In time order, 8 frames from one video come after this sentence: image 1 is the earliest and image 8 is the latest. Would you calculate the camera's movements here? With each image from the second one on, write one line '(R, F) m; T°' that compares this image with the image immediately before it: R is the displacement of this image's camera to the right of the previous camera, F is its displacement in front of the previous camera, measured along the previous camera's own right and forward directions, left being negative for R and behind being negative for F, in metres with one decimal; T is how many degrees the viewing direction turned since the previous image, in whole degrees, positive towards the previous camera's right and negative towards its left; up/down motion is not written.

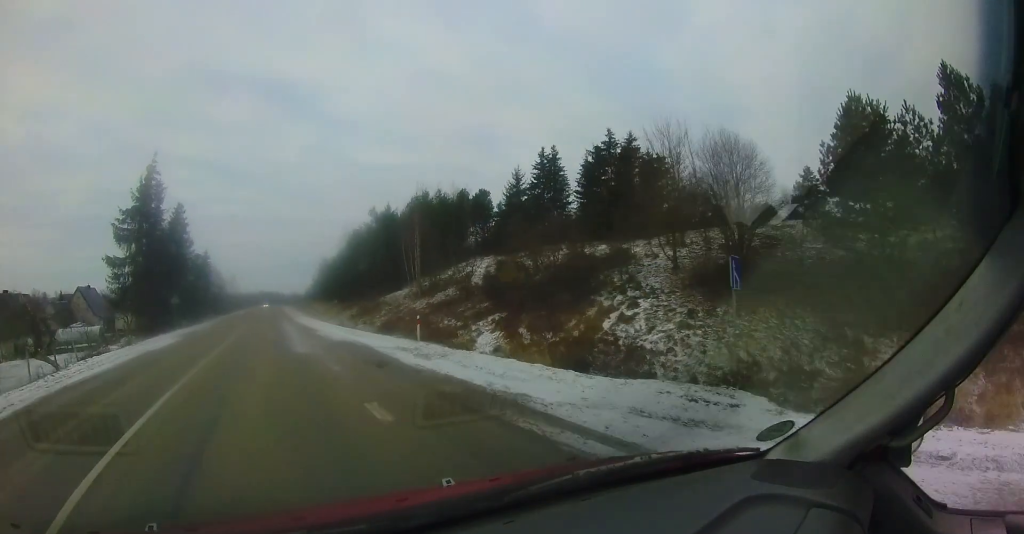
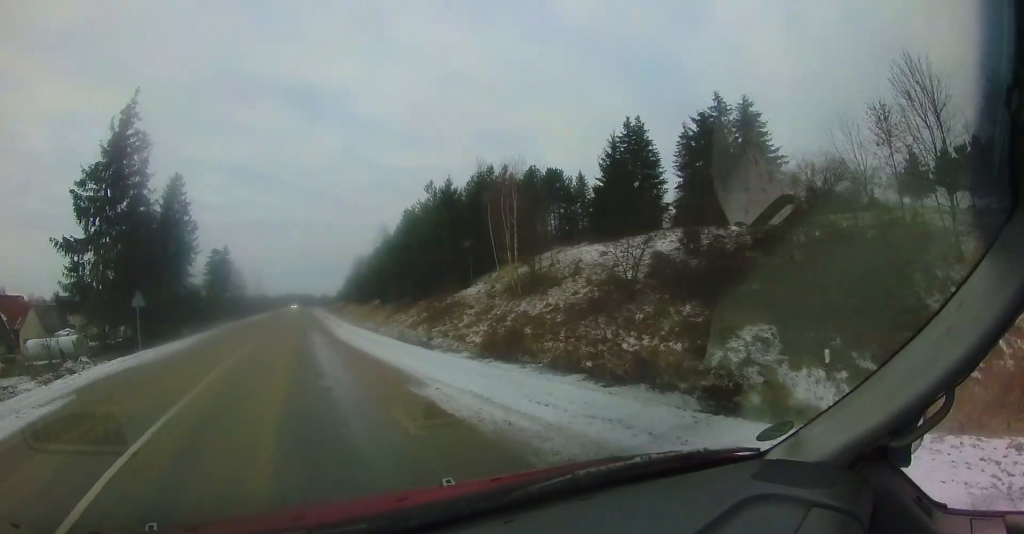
(-0.8, +12.7) m; -4°
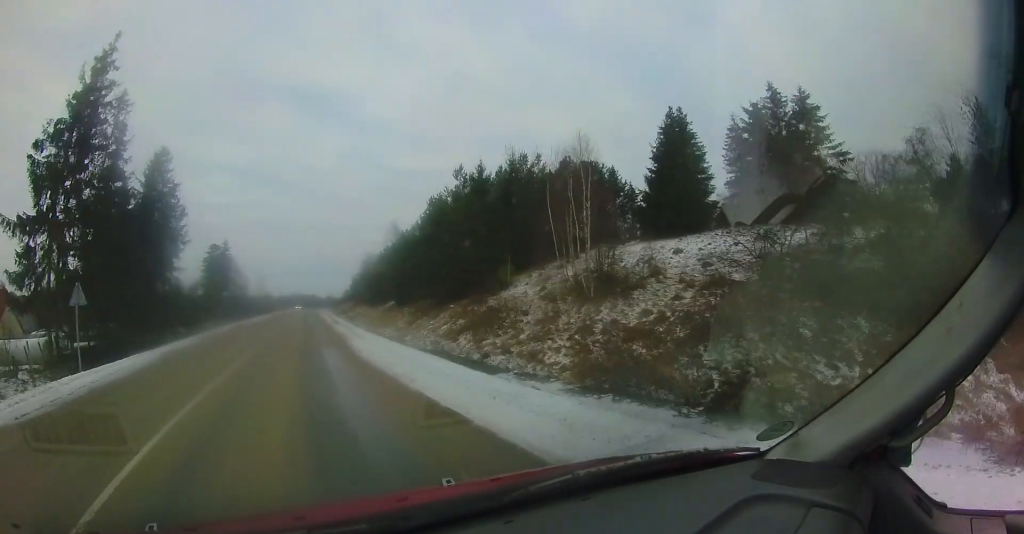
(0.0, +5.9) m; 0°
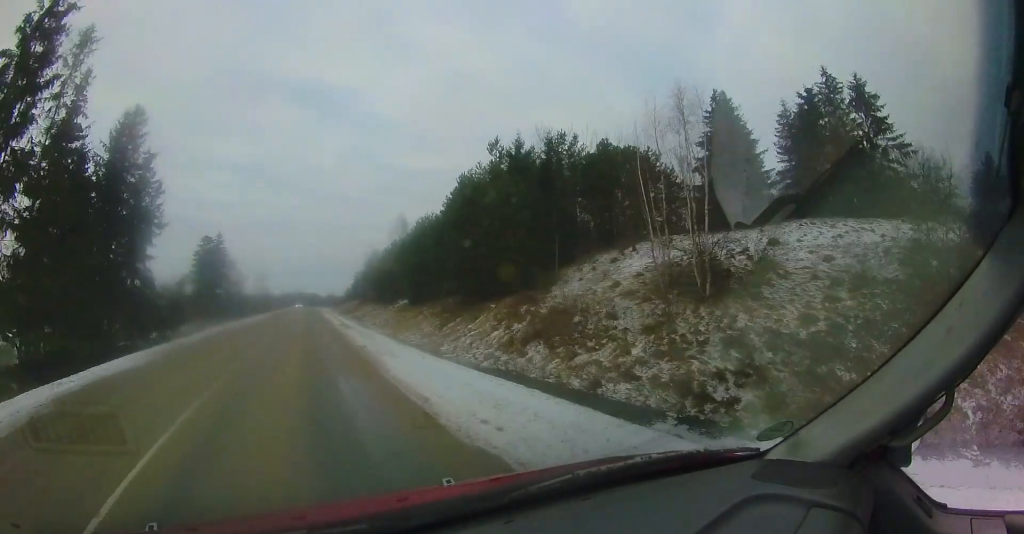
(+0.1, +5.9) m; 0°
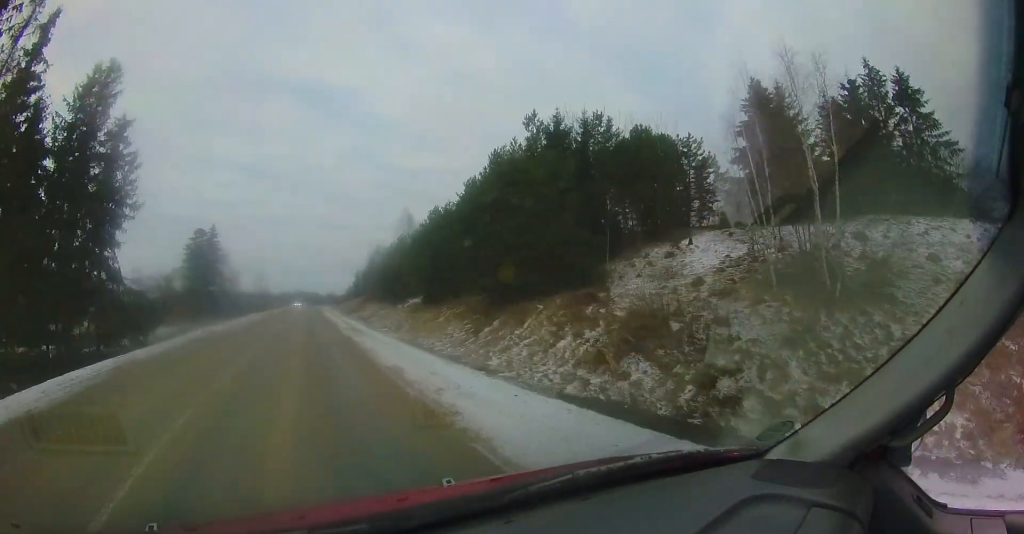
(-0.1, +4.7) m; -1°
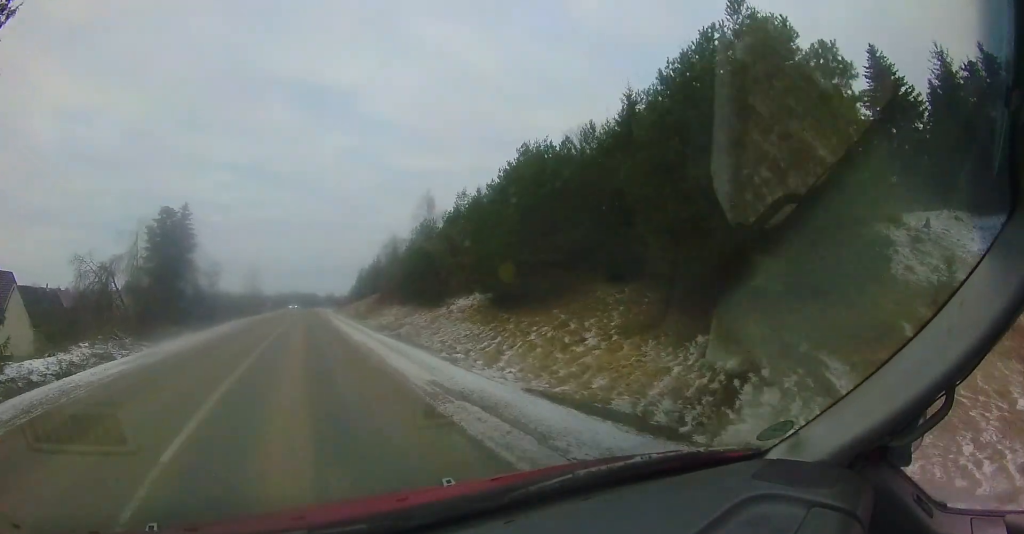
(-0.2, +13.7) m; 0°
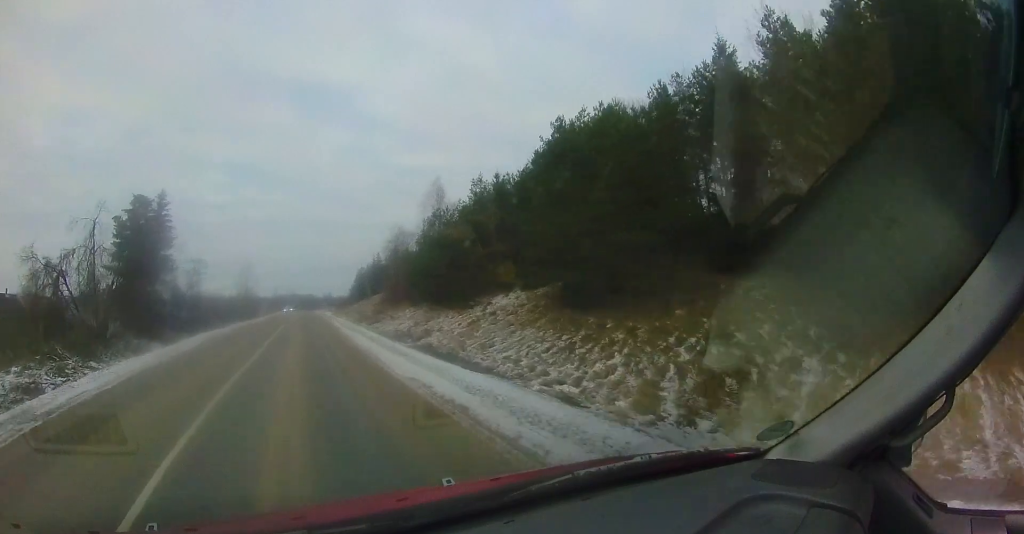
(0.0, +6.5) m; +1°
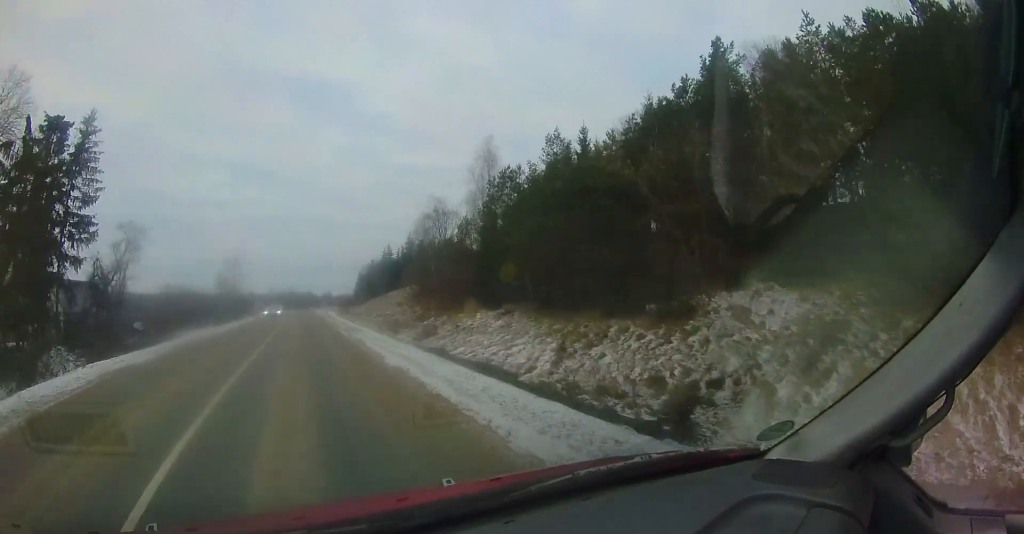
(+0.3, +16.2) m; 0°
